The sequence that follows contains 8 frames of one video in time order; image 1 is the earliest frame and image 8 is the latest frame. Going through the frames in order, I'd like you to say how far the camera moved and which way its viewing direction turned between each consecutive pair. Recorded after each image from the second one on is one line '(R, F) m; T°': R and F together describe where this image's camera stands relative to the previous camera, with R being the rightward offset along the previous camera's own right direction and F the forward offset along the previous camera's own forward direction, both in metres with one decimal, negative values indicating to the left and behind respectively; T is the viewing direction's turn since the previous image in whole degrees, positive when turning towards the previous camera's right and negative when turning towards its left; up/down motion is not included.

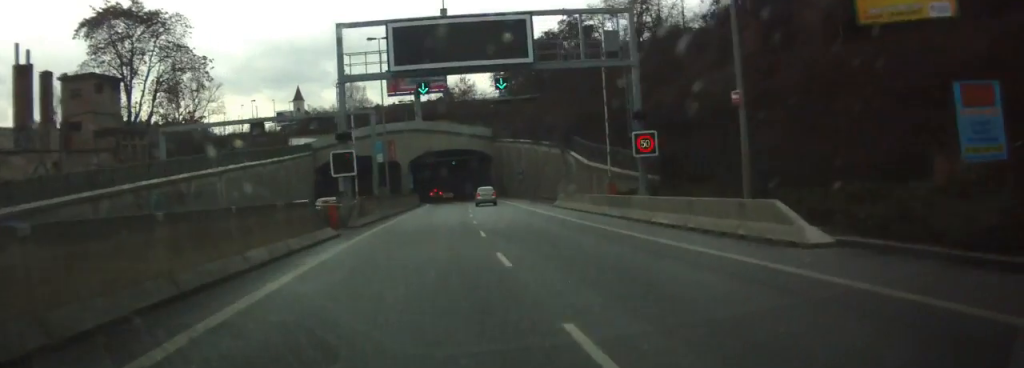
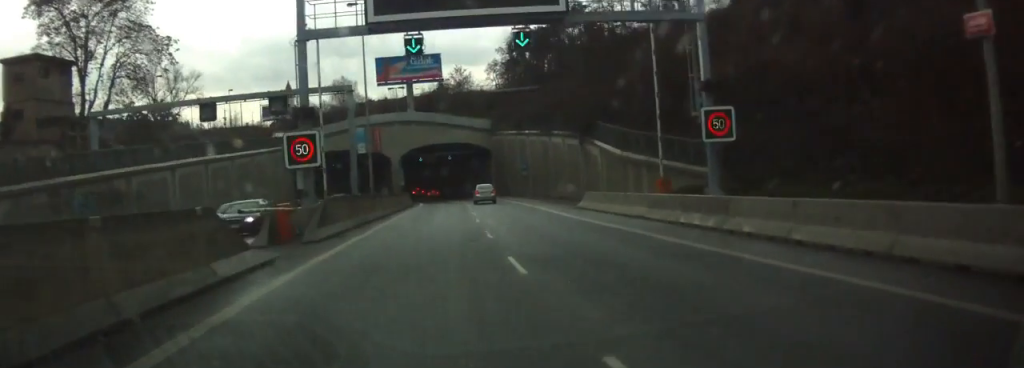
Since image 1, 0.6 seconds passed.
(0.0, +10.9) m; 0°
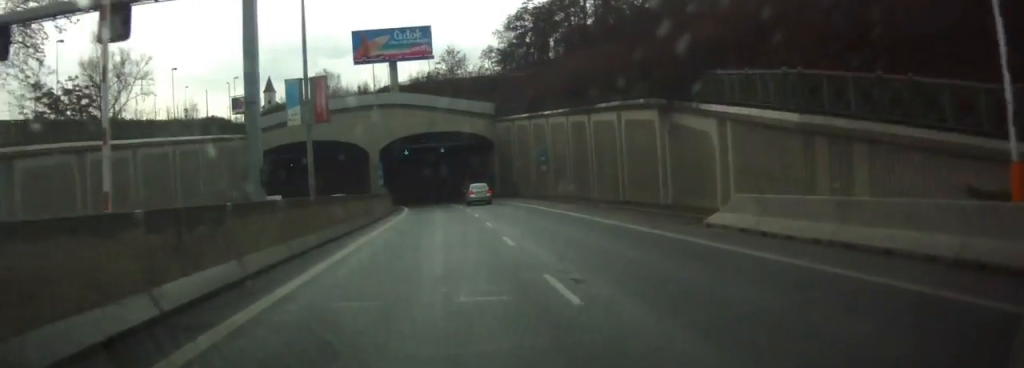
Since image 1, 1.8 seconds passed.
(+0.1, +21.9) m; 0°
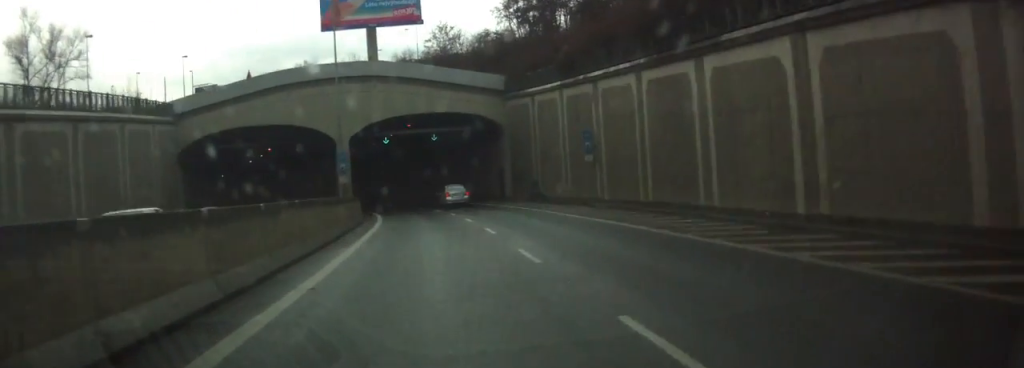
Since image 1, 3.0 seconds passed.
(0.0, +22.6) m; 0°
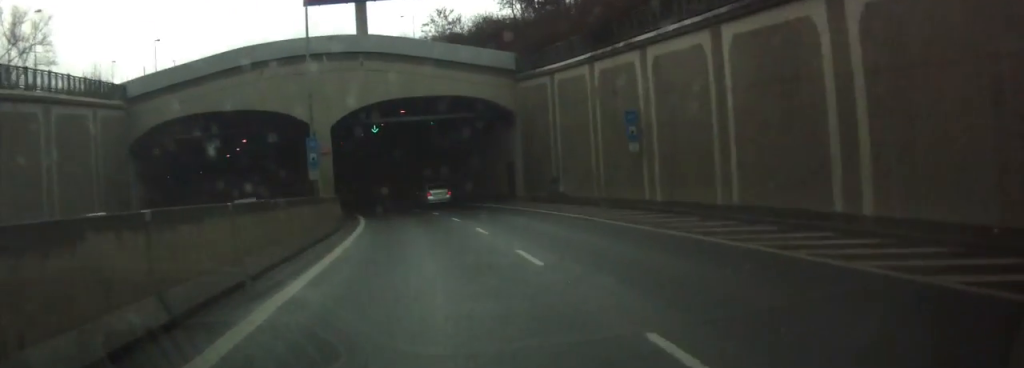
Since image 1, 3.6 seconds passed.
(0.0, +10.2) m; 0°
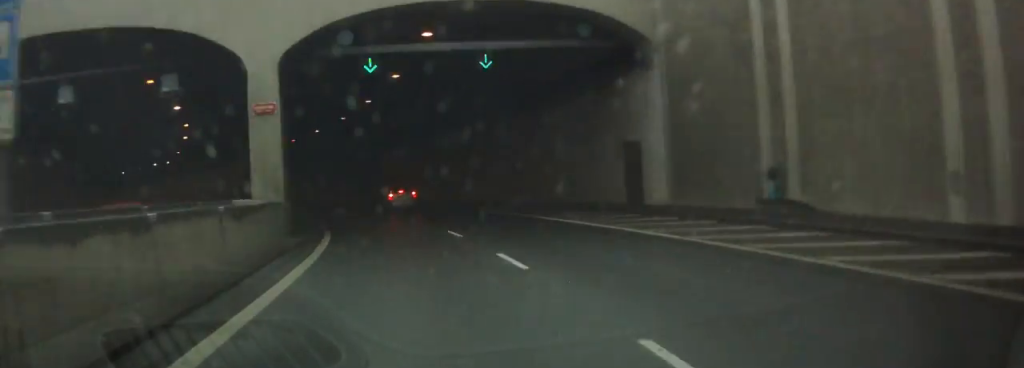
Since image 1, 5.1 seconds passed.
(0.0, +27.6) m; -1°
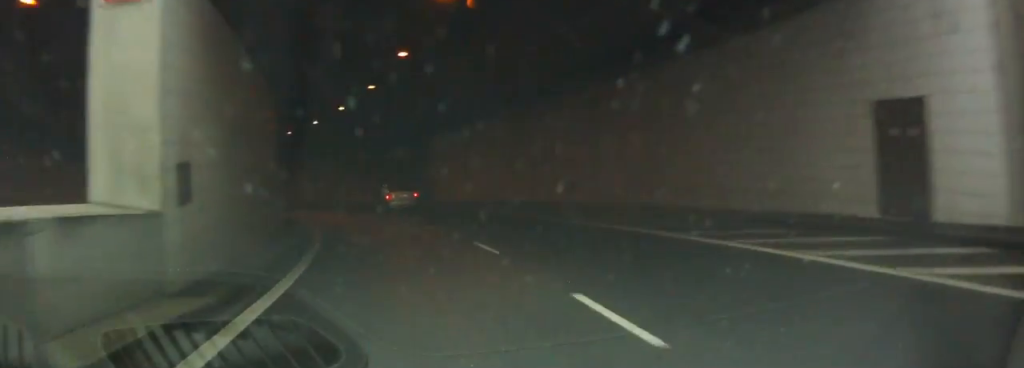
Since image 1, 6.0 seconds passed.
(-0.2, +15.9) m; -1°
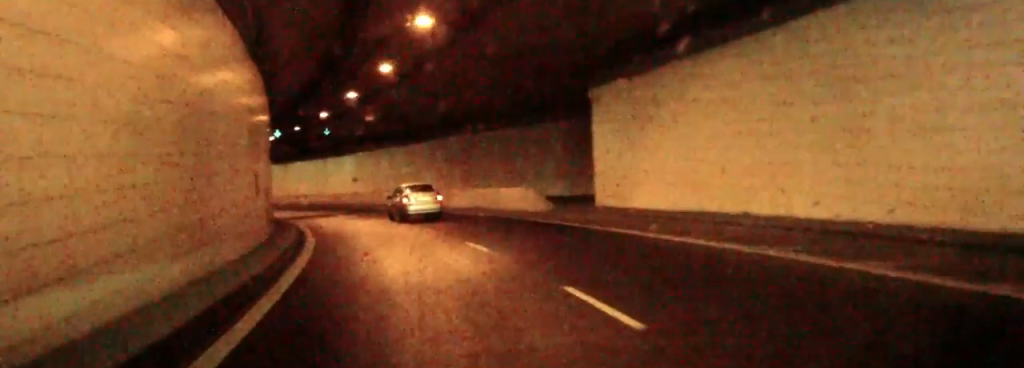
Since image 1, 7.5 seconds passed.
(-0.5, +26.6) m; 0°
